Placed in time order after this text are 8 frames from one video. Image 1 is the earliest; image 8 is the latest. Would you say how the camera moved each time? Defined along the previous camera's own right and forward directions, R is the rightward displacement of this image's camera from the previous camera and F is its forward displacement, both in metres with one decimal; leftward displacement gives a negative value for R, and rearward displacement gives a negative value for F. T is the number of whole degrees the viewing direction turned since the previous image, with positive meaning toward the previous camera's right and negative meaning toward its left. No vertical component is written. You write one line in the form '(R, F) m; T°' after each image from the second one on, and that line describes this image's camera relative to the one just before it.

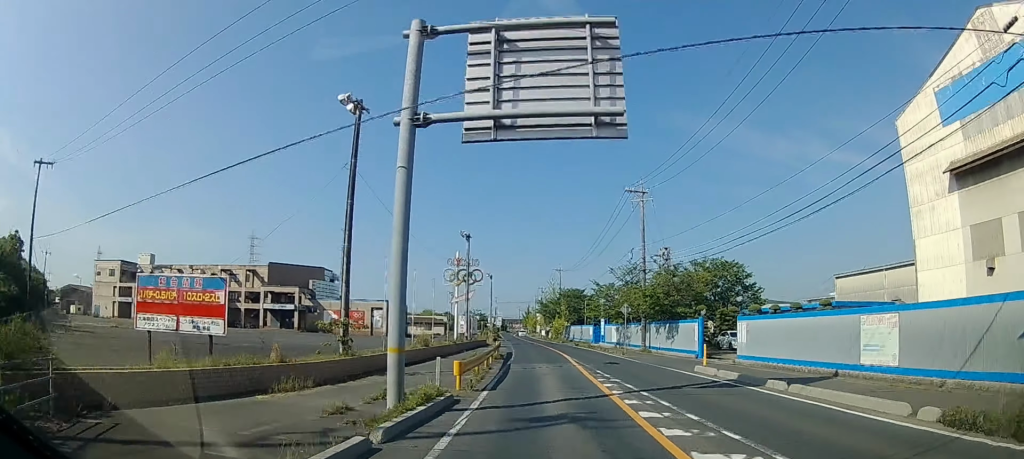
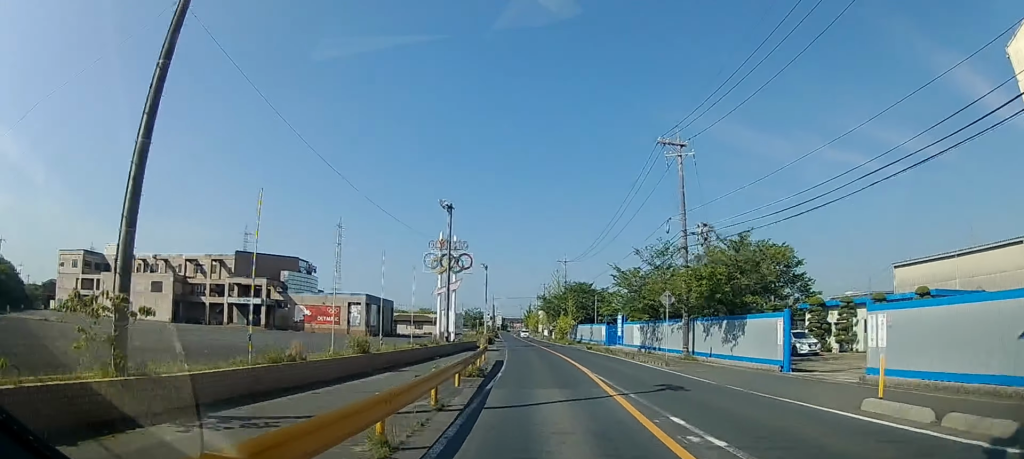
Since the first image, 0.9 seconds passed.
(0.0, +12.4) m; -1°
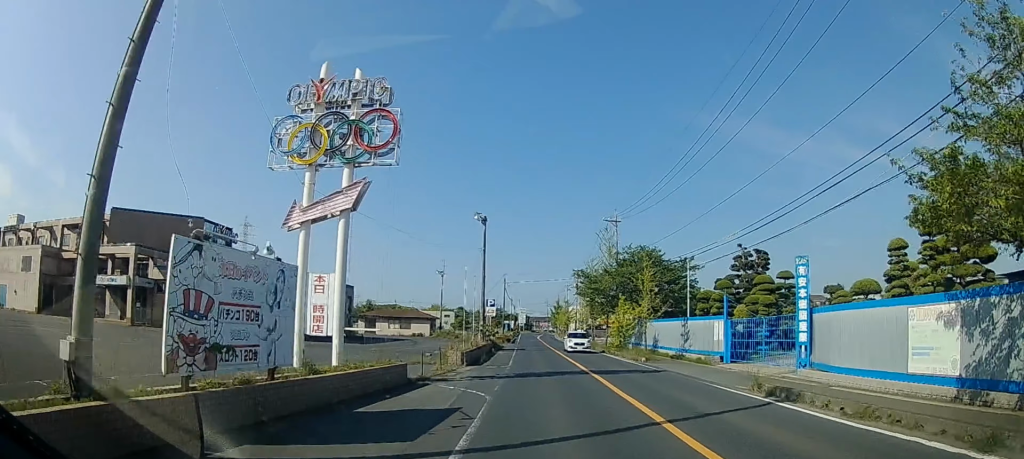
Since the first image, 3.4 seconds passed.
(-0.8, +36.3) m; -3°
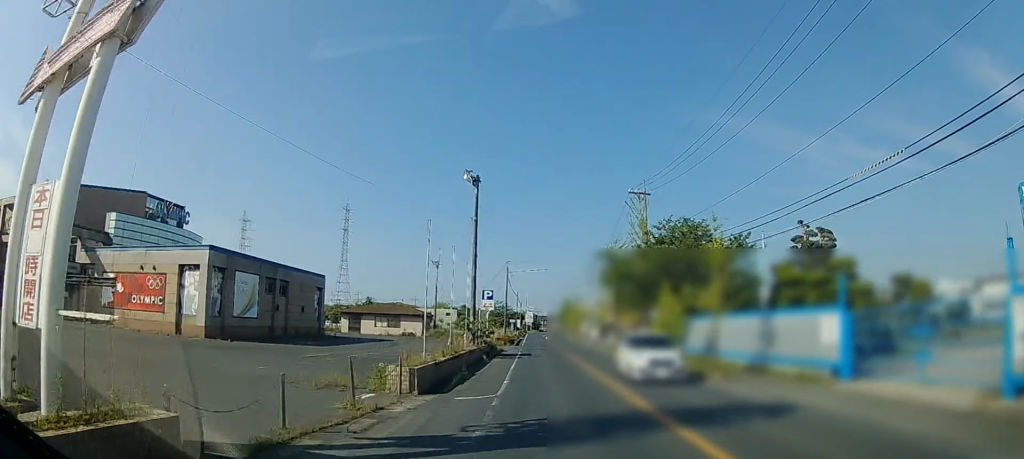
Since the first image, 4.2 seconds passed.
(-0.1, +11.7) m; -2°
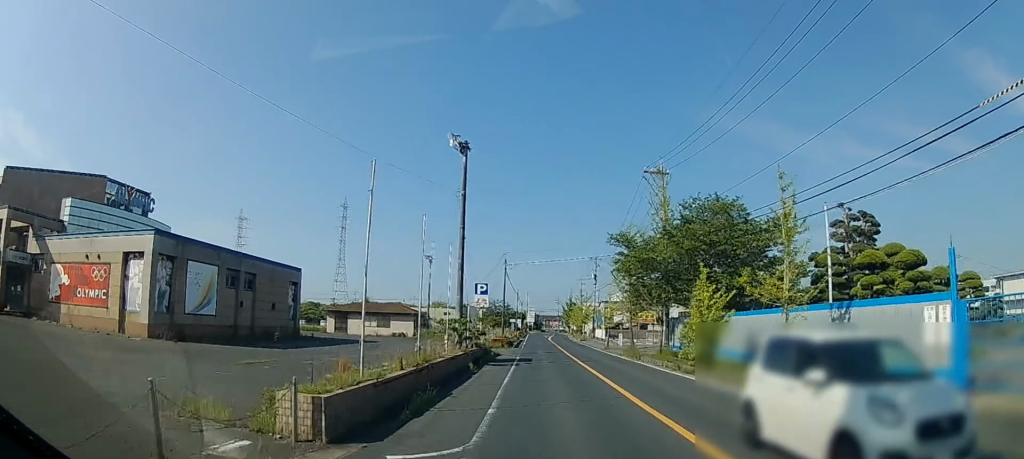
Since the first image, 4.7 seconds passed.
(-0.3, +6.5) m; -1°
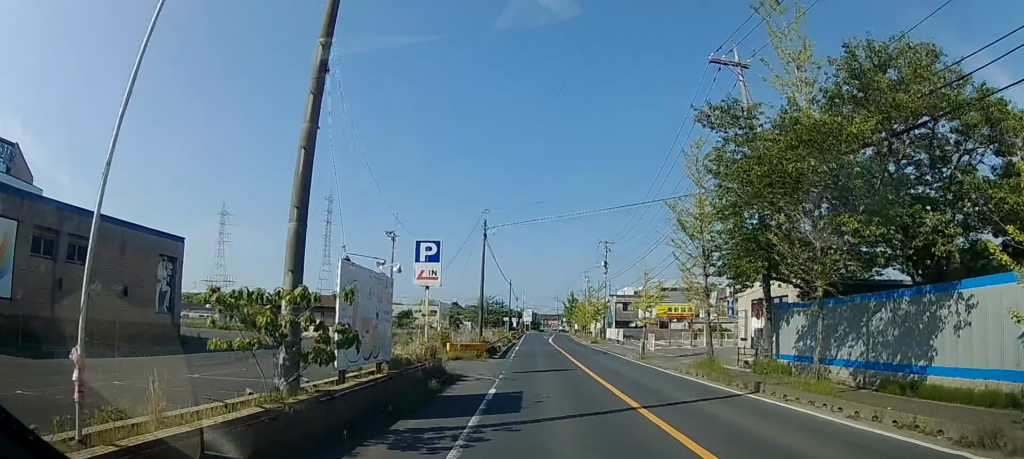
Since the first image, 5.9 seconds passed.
(-0.1, +16.3) m; 0°
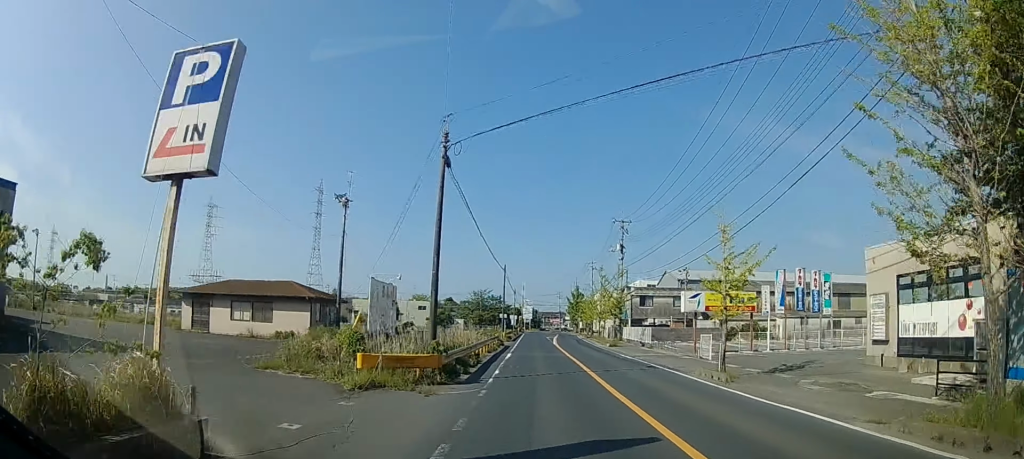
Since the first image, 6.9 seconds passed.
(+0.1, +14.2) m; +2°
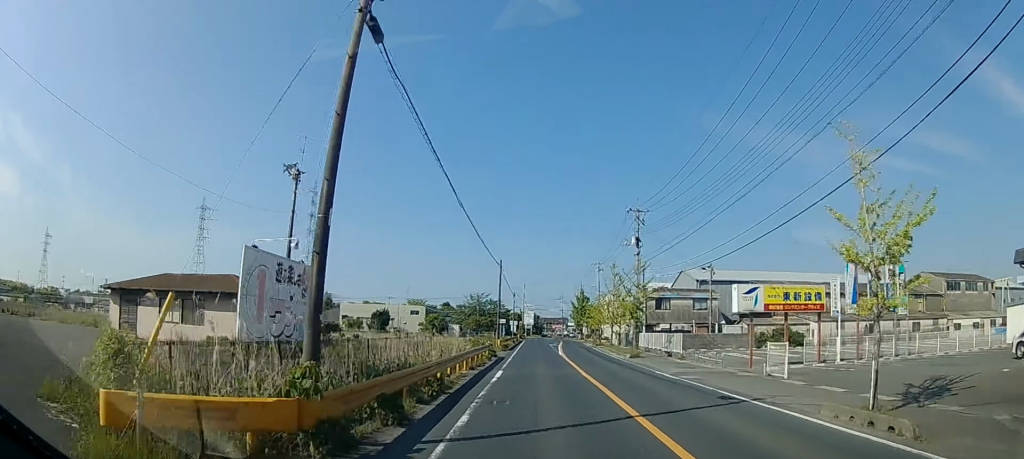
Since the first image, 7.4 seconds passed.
(+0.1, +8.1) m; 0°
